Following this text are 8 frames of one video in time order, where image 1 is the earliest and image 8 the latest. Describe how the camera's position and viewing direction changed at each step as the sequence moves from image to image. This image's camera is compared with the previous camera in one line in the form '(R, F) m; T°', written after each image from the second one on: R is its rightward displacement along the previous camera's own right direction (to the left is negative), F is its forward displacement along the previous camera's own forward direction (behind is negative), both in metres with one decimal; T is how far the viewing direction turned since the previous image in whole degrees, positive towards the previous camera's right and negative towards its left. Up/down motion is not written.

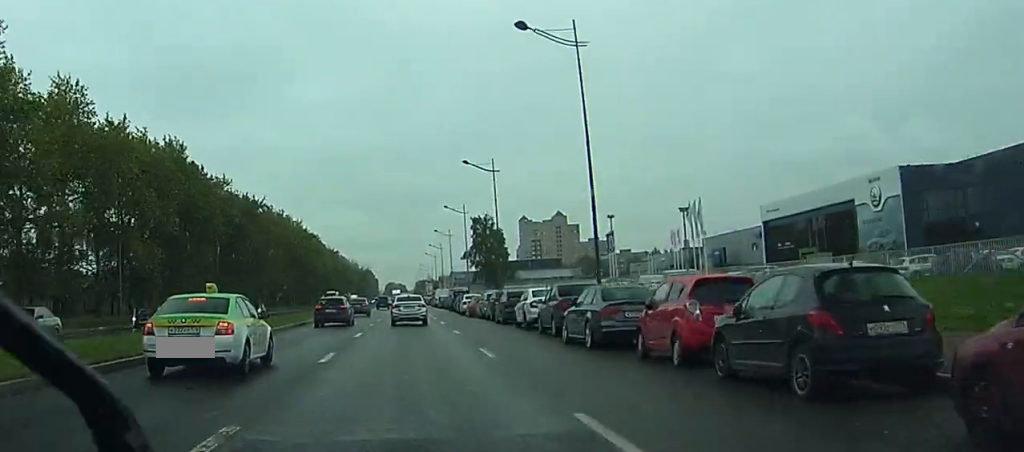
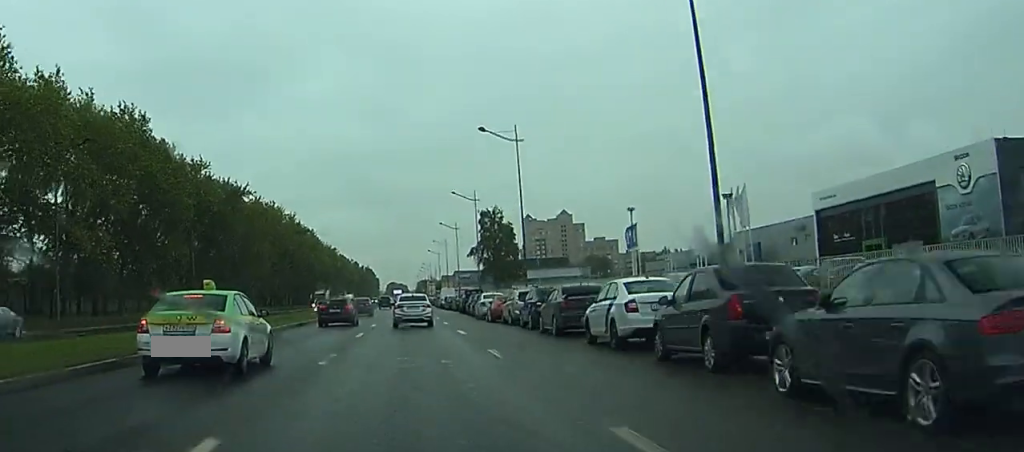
(+0.1, +13.1) m; 0°
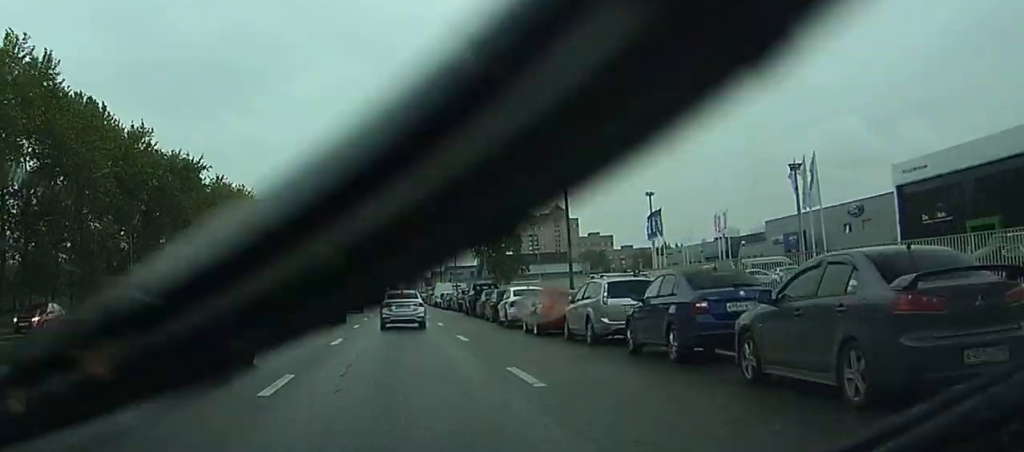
(0.0, +18.1) m; 0°
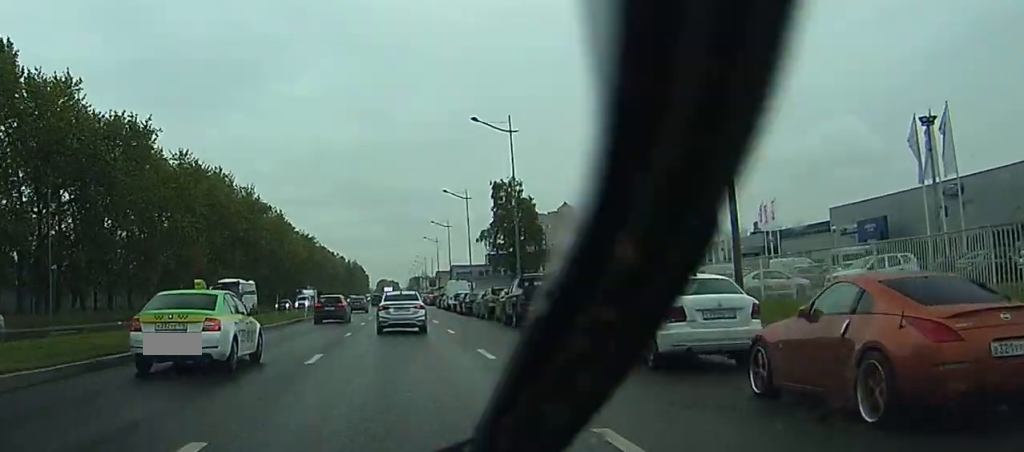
(+0.1, +19.5) m; 0°
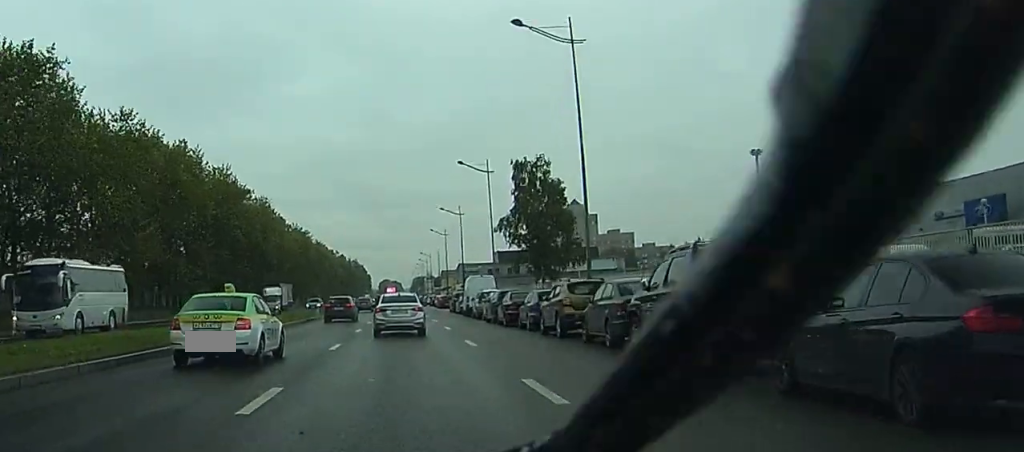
(-0.2, +20.2) m; -1°
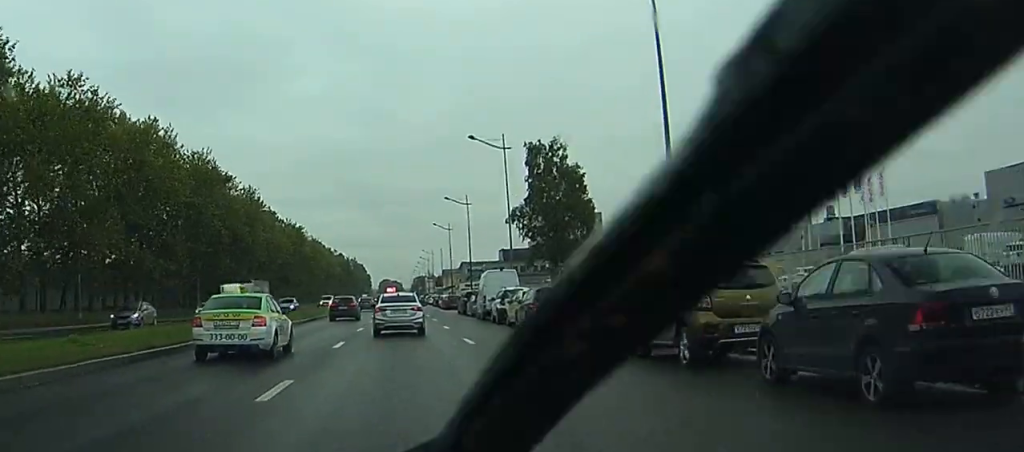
(0.0, +11.4) m; 0°
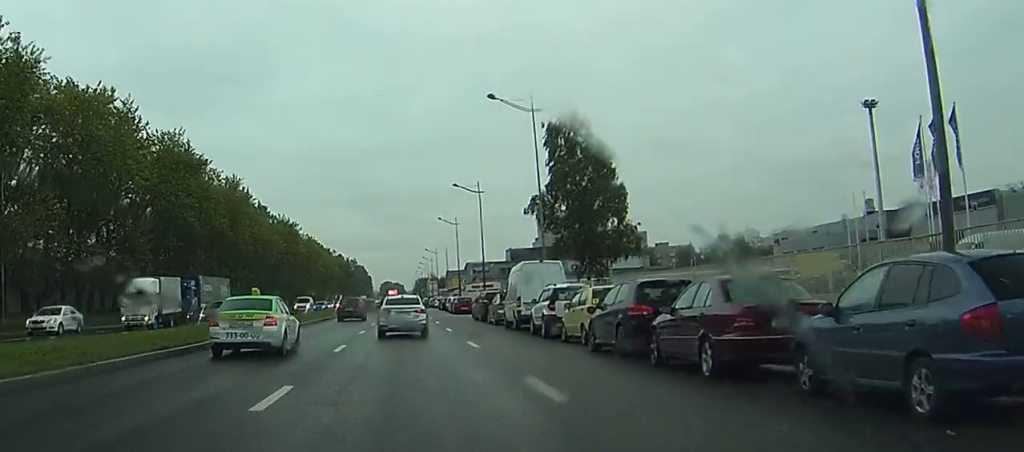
(0.0, +13.0) m; 0°
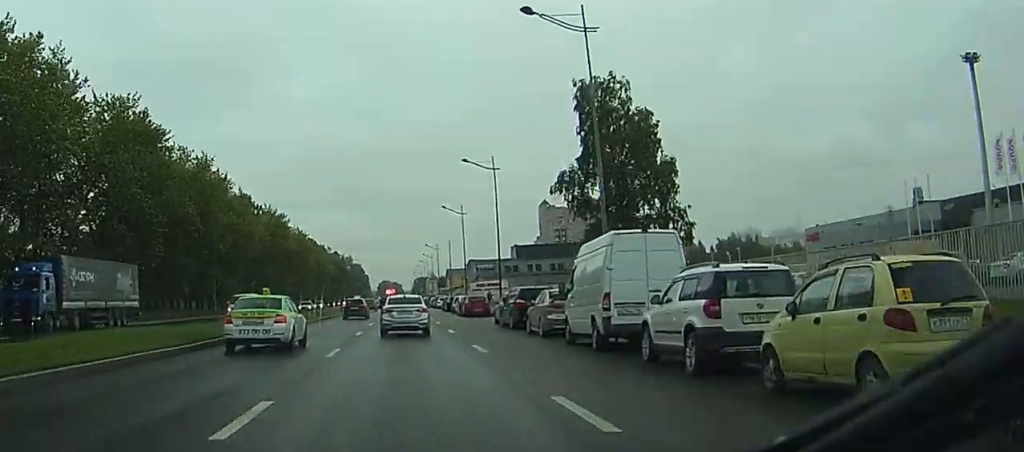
(0.0, +14.2) m; 0°
